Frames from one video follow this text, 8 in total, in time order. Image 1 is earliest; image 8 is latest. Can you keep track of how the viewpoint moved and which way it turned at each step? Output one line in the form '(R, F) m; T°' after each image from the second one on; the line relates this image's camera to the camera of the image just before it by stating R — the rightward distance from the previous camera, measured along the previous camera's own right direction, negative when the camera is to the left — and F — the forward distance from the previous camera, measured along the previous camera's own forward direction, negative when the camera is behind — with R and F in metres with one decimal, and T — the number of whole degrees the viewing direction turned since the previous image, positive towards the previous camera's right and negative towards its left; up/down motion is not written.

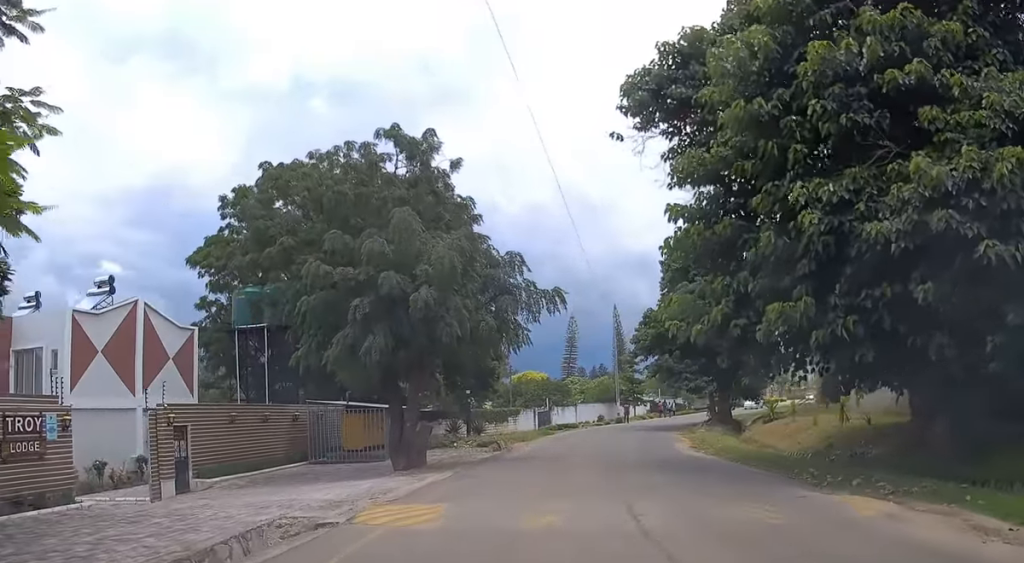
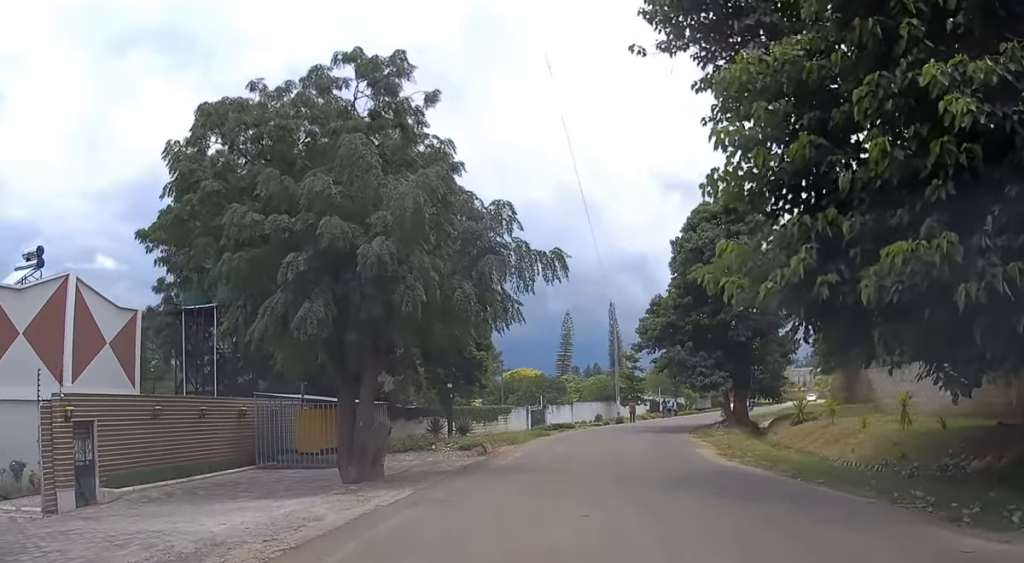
(0.0, +5.8) m; +1°
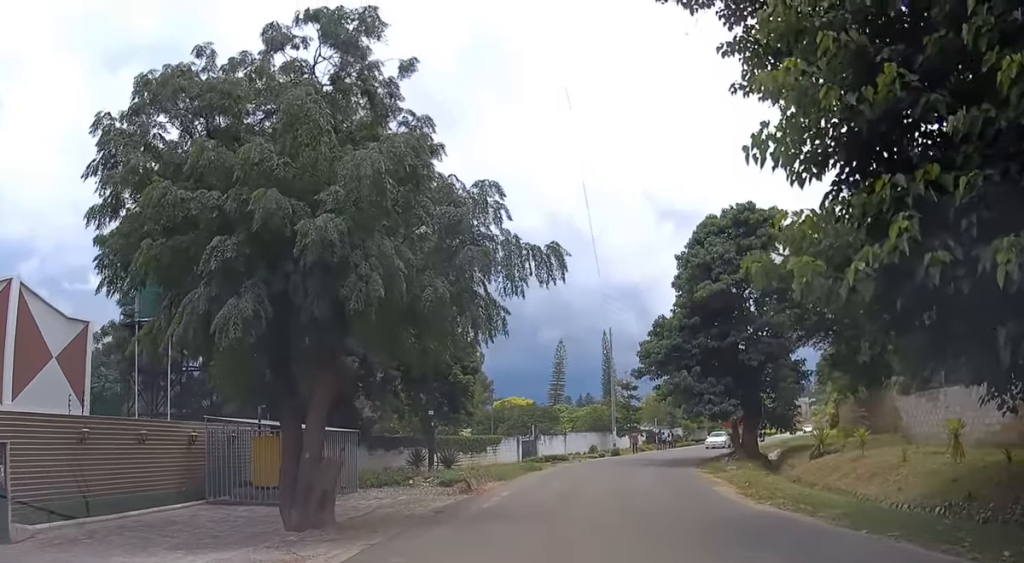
(+0.1, +4.5) m; +2°
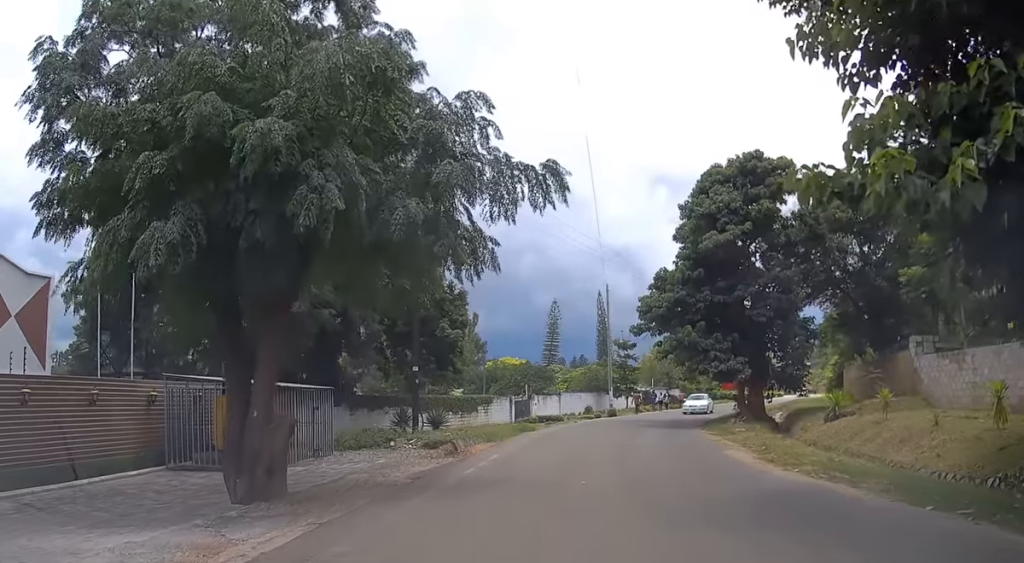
(+0.1, +2.6) m; +1°
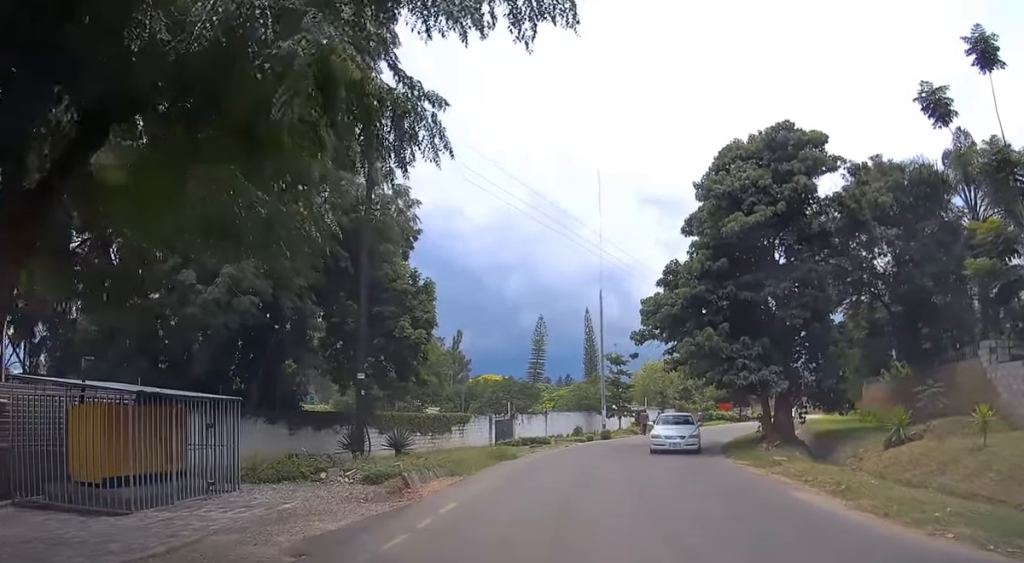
(+0.1, +5.7) m; +2°
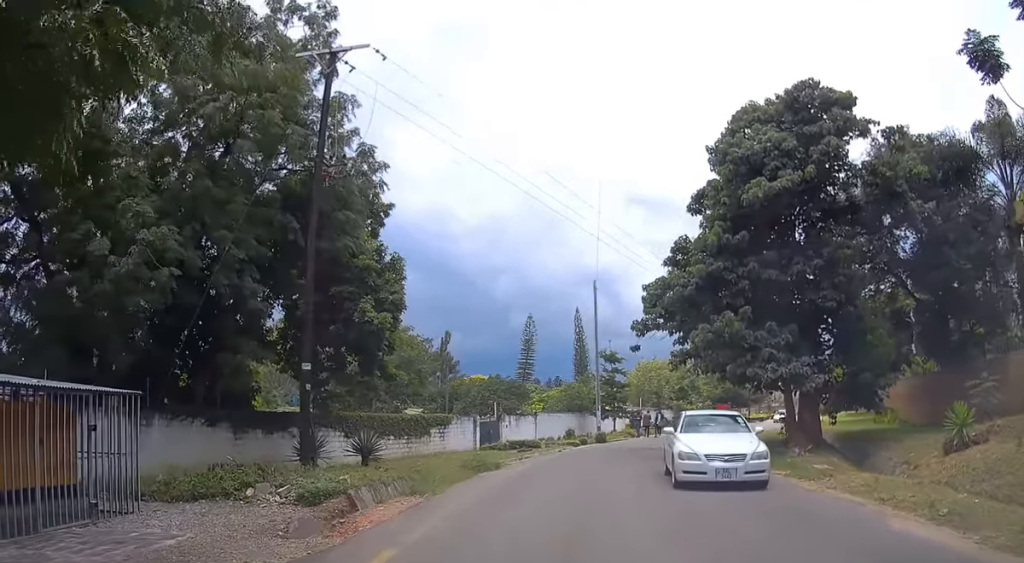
(0.0, +3.5) m; -1°
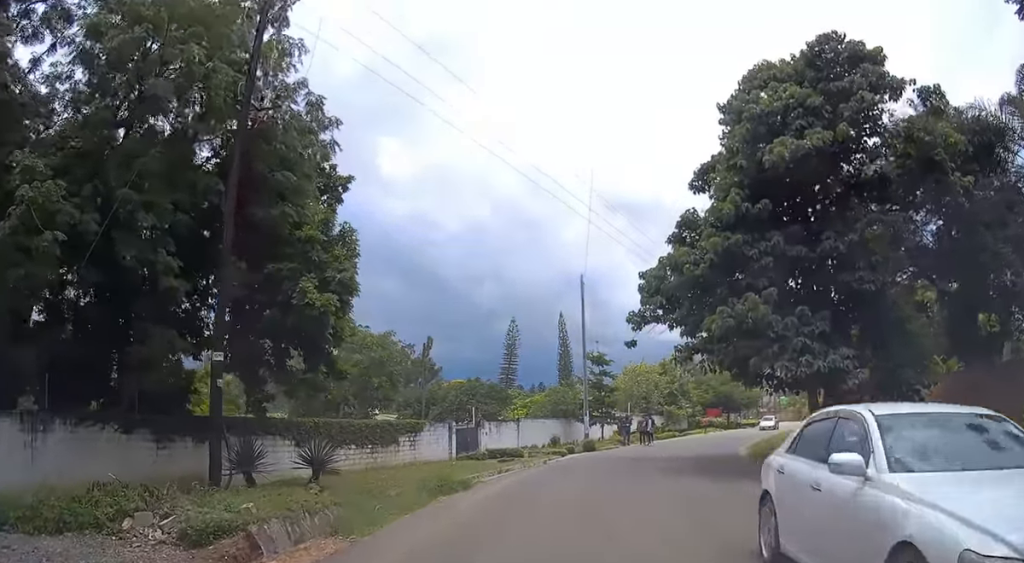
(0.0, +3.4) m; -1°
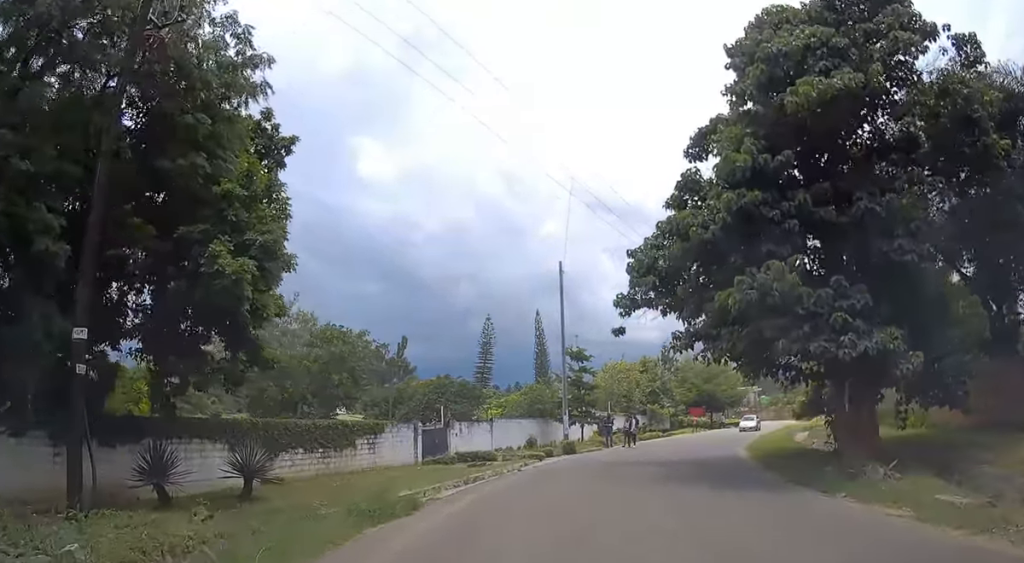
(0.0, +3.3) m; +3°
